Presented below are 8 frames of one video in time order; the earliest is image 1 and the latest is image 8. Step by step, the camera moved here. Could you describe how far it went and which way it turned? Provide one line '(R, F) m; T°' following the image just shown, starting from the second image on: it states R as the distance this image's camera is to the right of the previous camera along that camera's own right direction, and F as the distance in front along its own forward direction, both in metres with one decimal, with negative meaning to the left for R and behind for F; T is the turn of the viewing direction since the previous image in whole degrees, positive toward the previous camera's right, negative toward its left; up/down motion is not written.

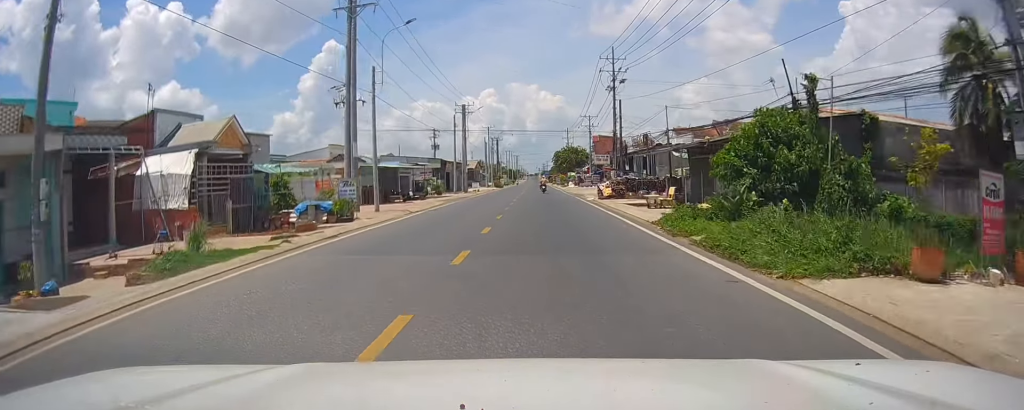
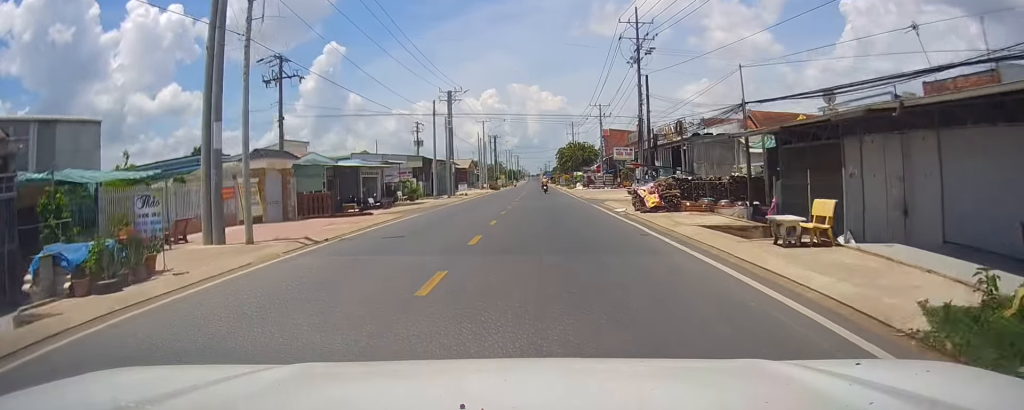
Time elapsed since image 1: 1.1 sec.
(+0.2, +14.9) m; 0°
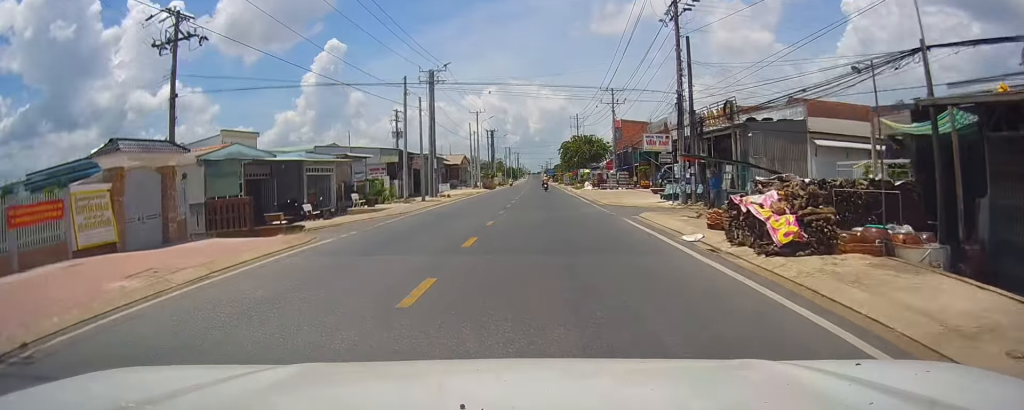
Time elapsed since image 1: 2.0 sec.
(-0.2, +13.2) m; -1°
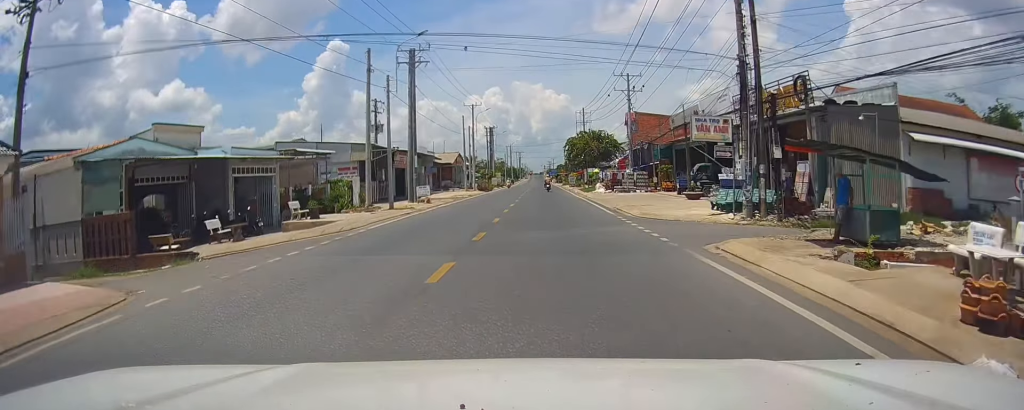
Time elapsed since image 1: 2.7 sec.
(-0.2, +9.9) m; 0°
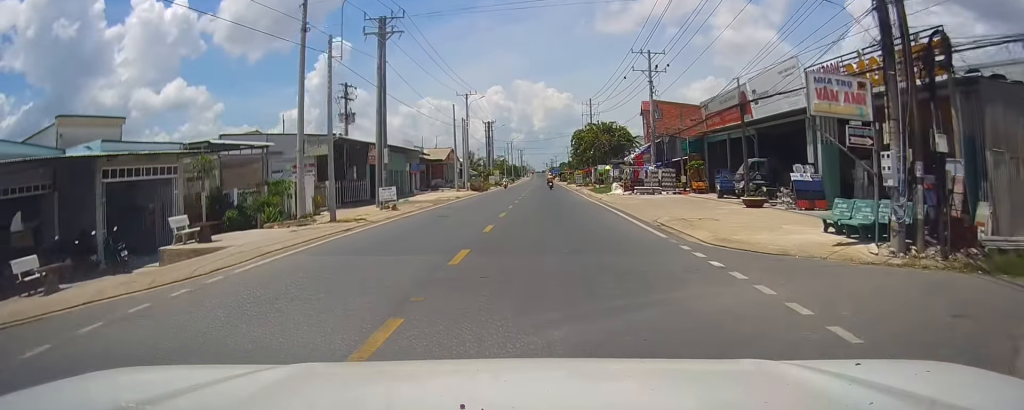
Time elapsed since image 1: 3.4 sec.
(+0.3, +10.4) m; +2°
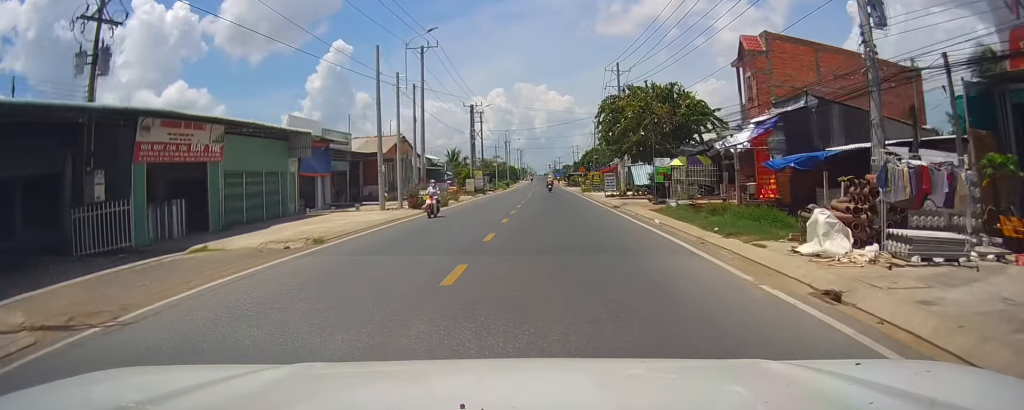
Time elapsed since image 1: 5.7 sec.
(0.0, +32.8) m; -3°
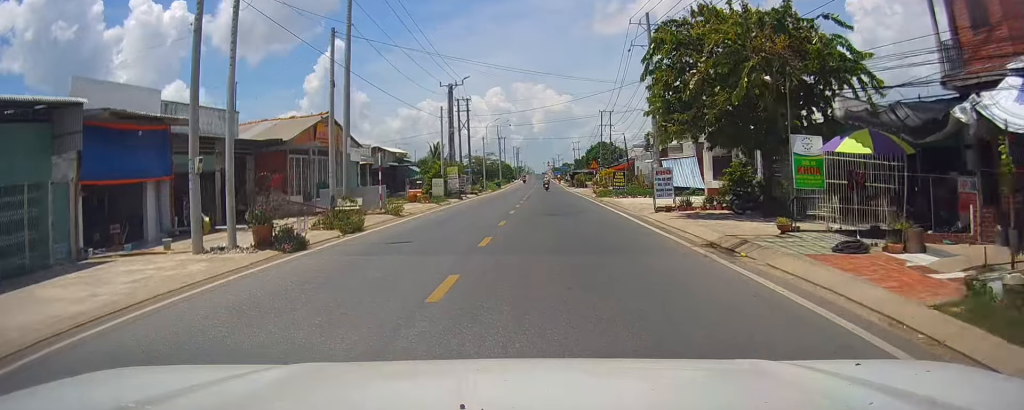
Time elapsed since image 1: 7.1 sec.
(-0.1, +19.4) m; +2°
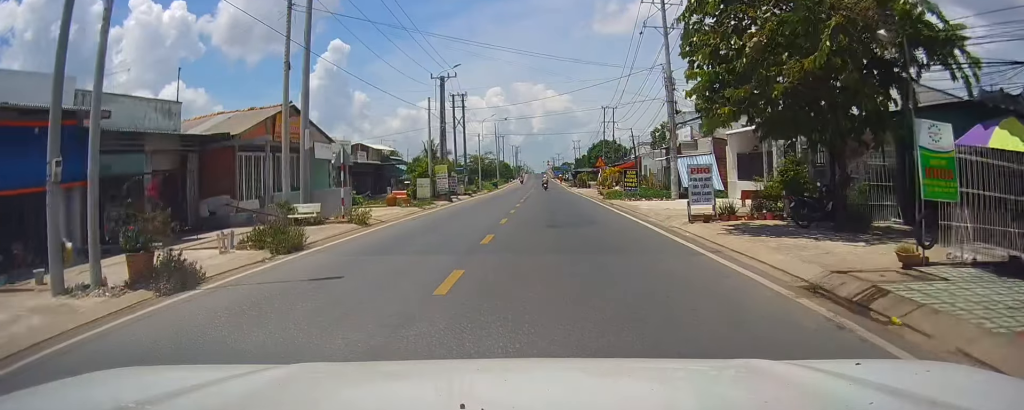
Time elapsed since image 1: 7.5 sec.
(+0.1, +5.9) m; +1°
